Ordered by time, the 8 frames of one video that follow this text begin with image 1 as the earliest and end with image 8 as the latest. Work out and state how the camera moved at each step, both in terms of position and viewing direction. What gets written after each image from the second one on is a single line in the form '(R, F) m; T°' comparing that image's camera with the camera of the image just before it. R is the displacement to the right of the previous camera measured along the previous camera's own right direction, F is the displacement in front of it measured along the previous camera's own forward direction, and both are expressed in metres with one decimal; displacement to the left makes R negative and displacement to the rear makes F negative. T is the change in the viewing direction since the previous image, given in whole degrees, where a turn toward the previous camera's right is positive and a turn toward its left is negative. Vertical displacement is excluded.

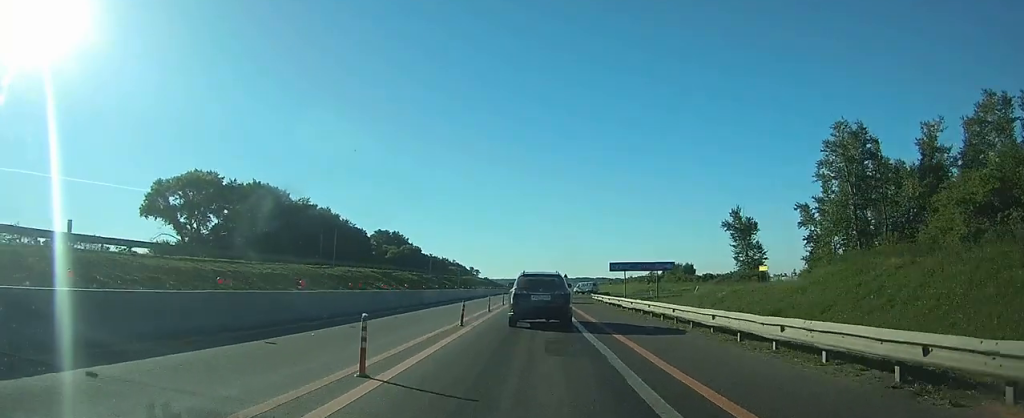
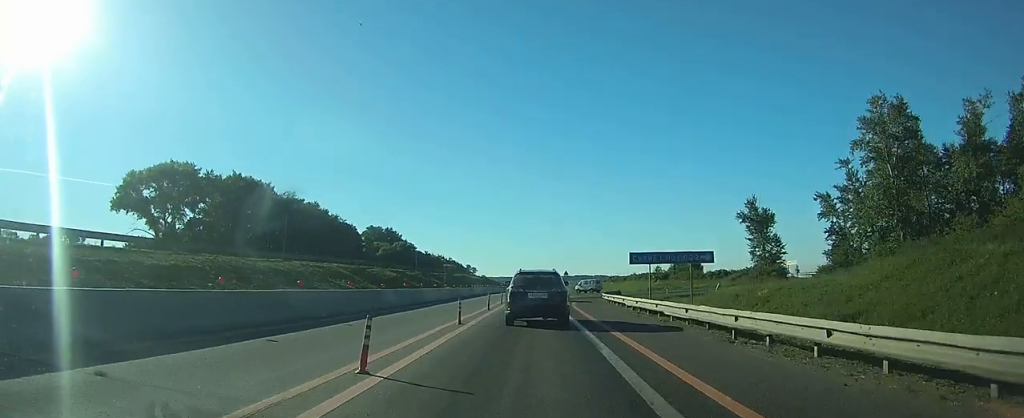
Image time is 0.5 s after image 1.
(0.0, +9.9) m; 0°
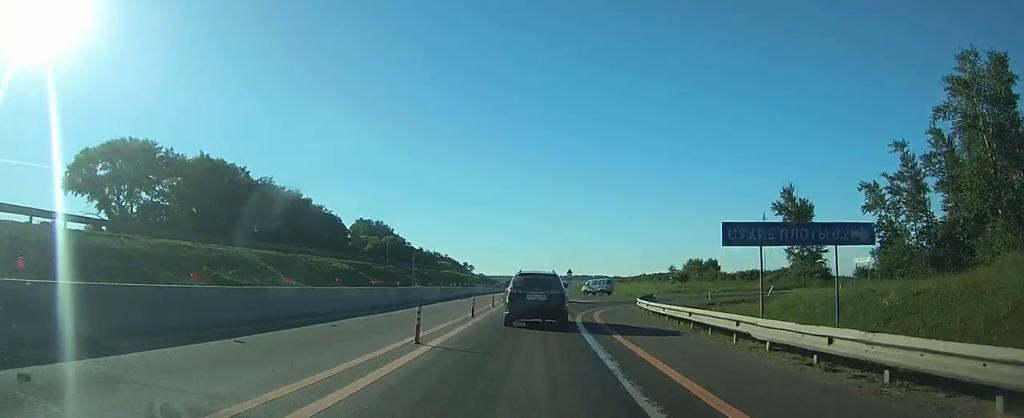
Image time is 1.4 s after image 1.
(0.0, +16.4) m; 0°
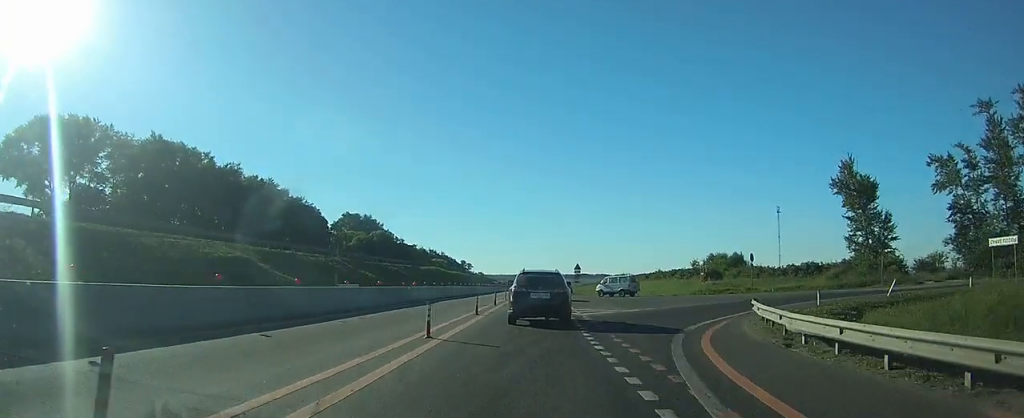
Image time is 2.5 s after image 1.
(-0.1, +19.0) m; 0°
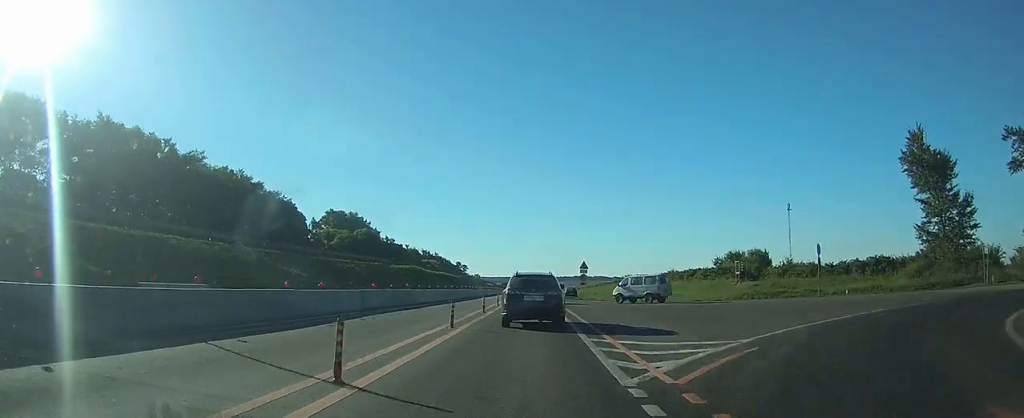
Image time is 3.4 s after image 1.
(0.0, +15.9) m; 0°
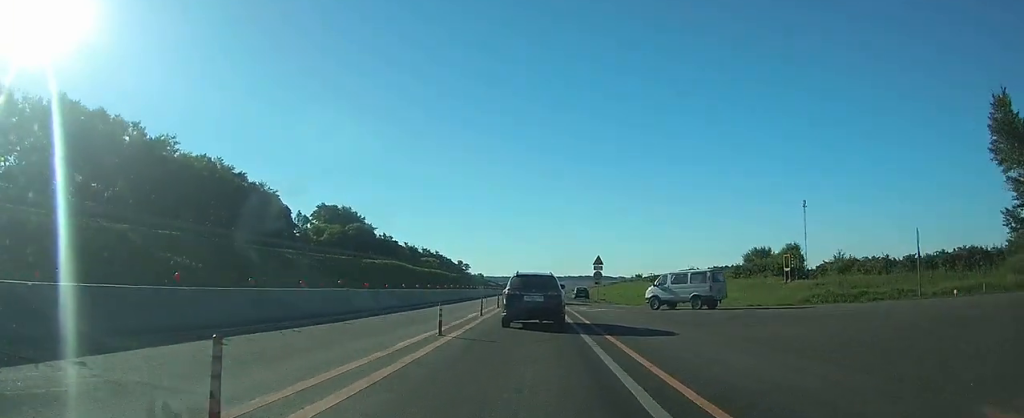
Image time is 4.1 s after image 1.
(+0.1, +12.8) m; 0°
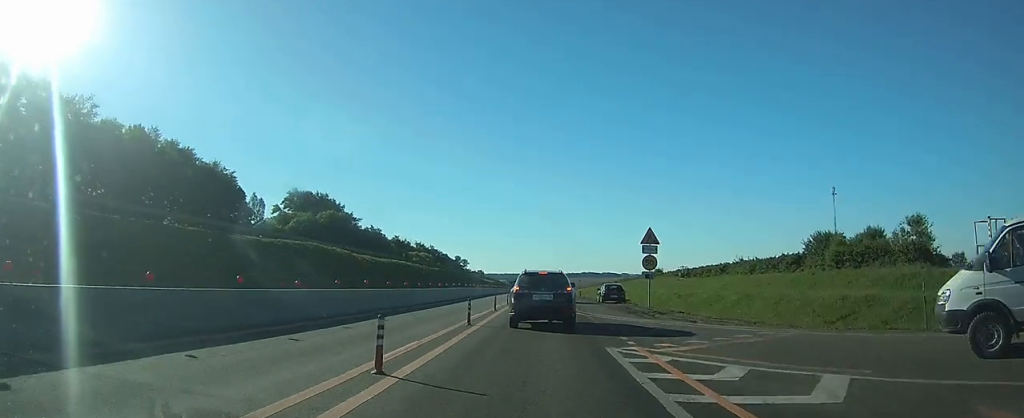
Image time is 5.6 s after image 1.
(-0.1, +25.8) m; 0°
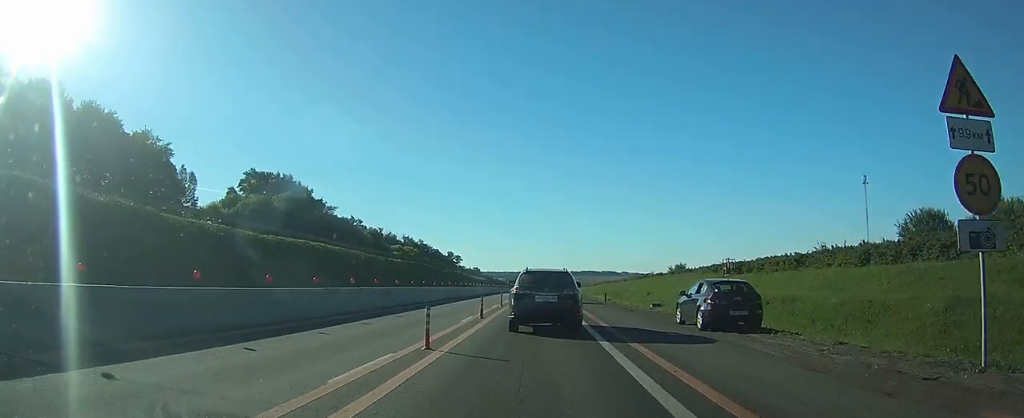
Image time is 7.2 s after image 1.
(0.0, +26.3) m; 0°
